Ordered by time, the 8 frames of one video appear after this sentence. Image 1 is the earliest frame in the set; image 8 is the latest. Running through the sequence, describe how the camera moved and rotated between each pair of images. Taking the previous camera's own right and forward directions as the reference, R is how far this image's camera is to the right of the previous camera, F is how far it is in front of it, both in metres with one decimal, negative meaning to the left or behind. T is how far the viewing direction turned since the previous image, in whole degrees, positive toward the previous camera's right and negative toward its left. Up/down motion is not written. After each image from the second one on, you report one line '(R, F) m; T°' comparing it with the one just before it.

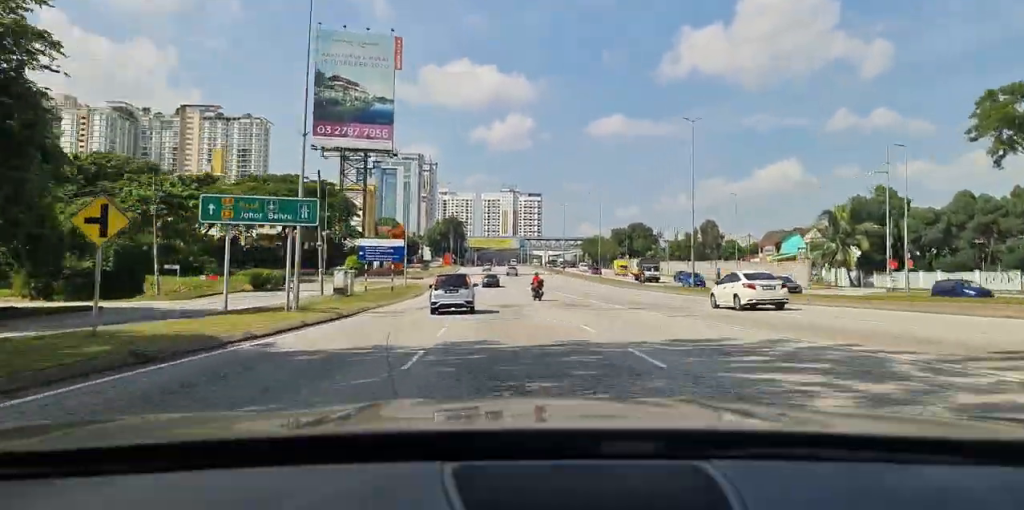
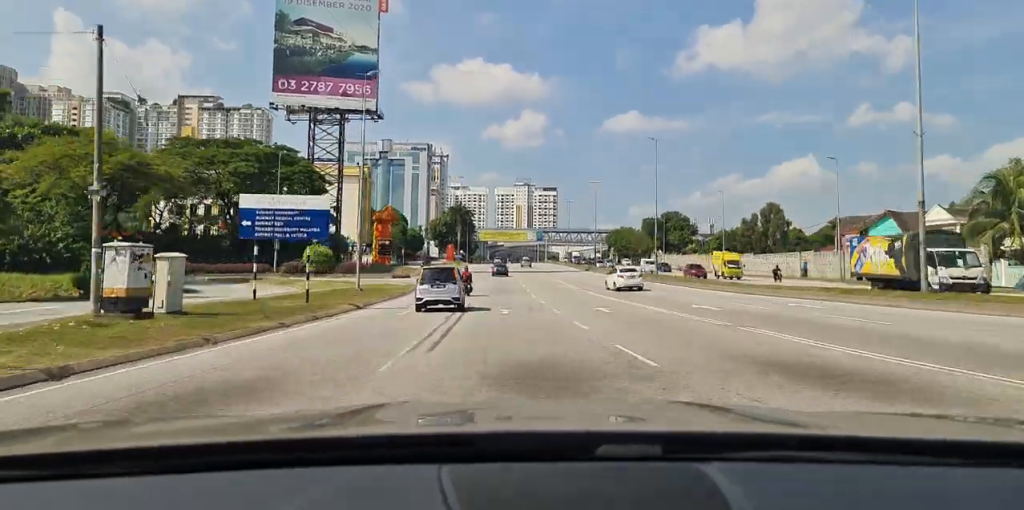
(-0.1, +28.0) m; -2°
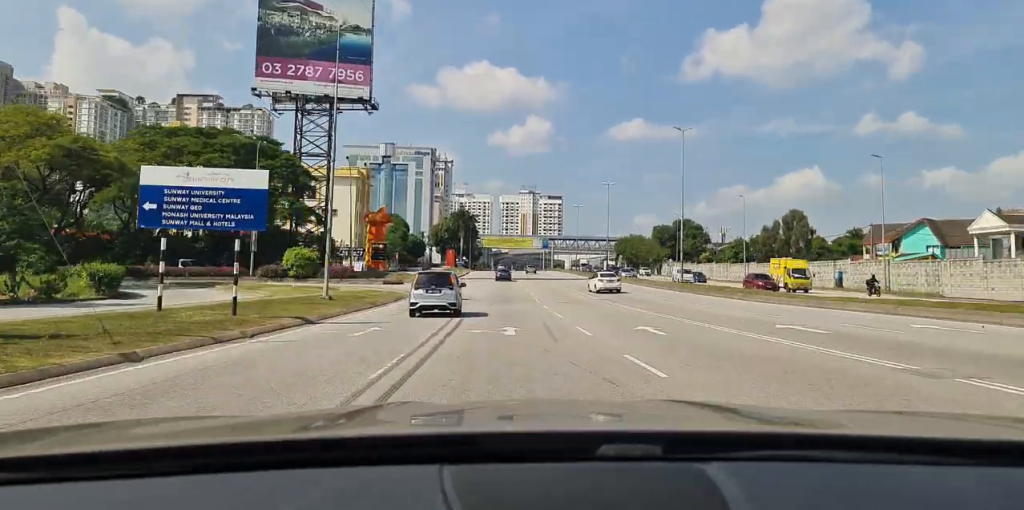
(-0.3, +7.8) m; 0°
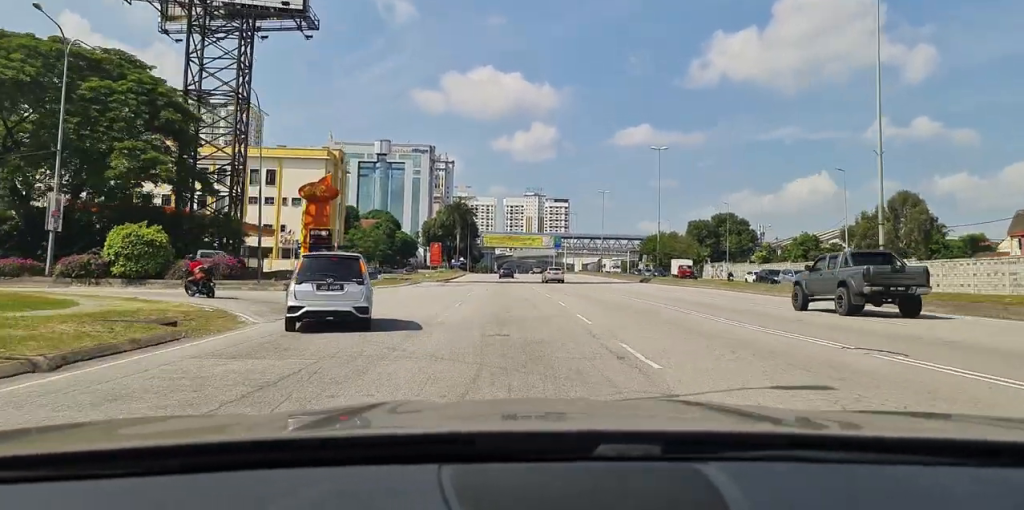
(+0.8, +31.4) m; +2°
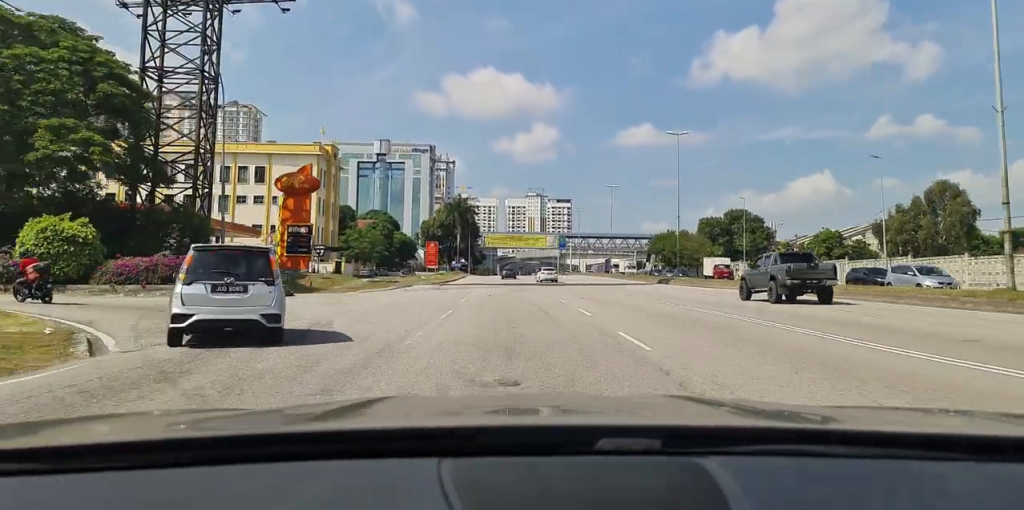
(0.0, +6.3) m; 0°
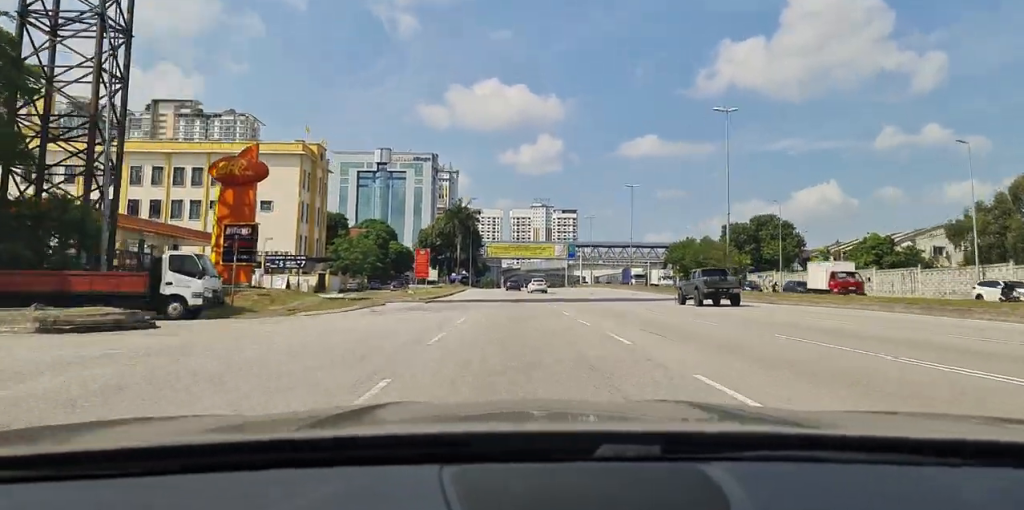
(0.0, +12.6) m; 0°
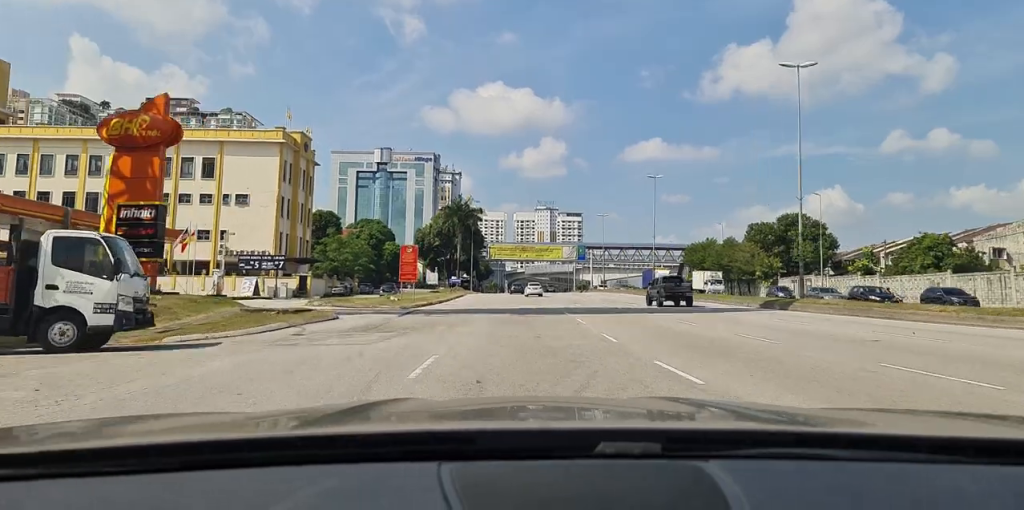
(0.0, +11.5) m; 0°
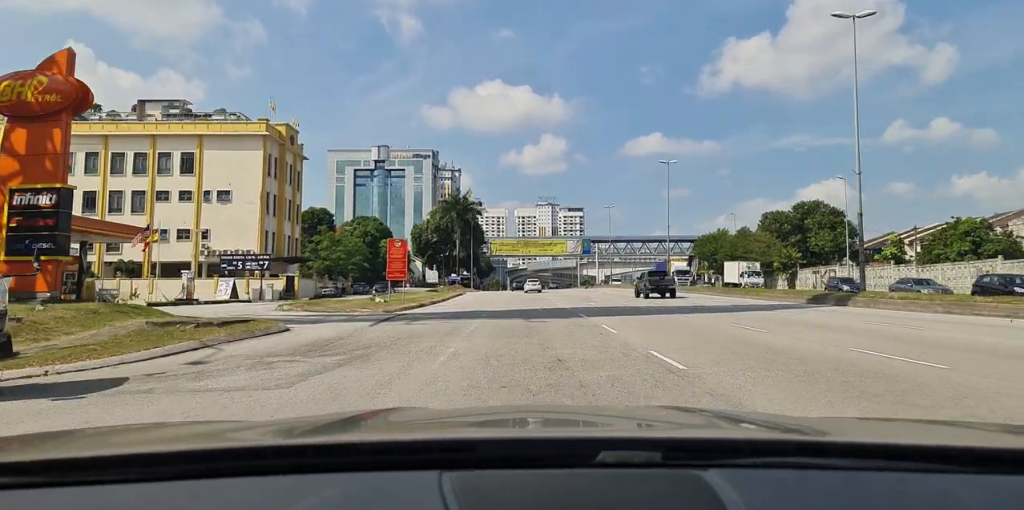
(0.0, +6.1) m; 0°
